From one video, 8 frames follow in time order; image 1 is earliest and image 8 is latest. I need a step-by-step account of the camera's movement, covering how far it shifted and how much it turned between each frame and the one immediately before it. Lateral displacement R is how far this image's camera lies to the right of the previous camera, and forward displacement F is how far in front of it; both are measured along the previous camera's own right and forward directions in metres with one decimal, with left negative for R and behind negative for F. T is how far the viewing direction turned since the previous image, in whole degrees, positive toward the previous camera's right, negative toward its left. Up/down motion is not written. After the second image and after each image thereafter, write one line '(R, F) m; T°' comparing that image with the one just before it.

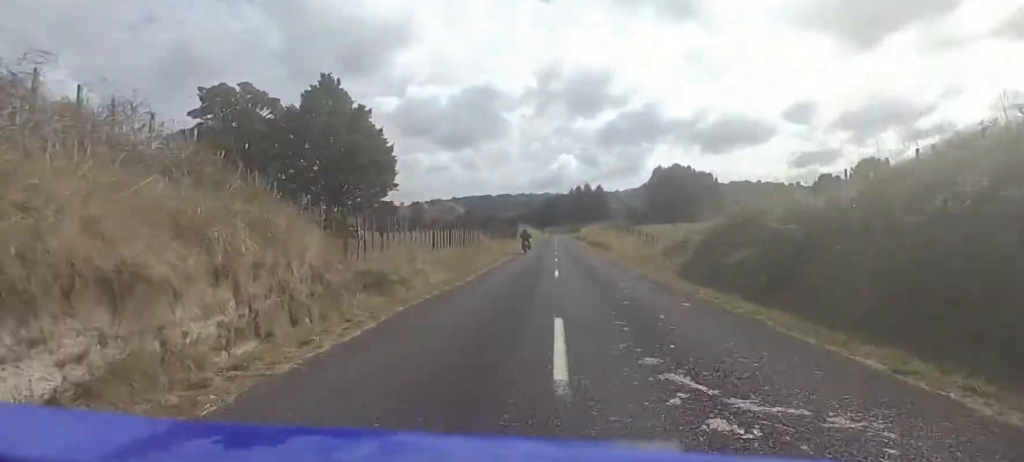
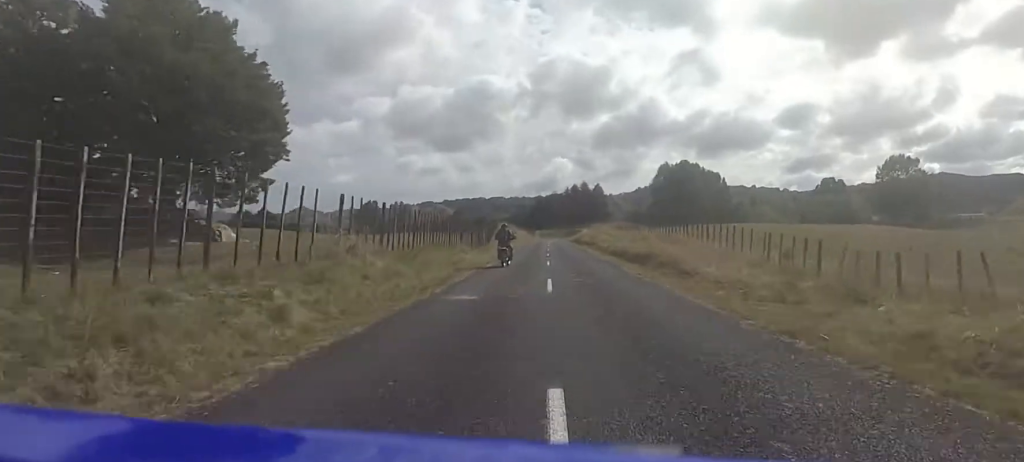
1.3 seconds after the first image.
(+1.7, +30.0) m; +3°
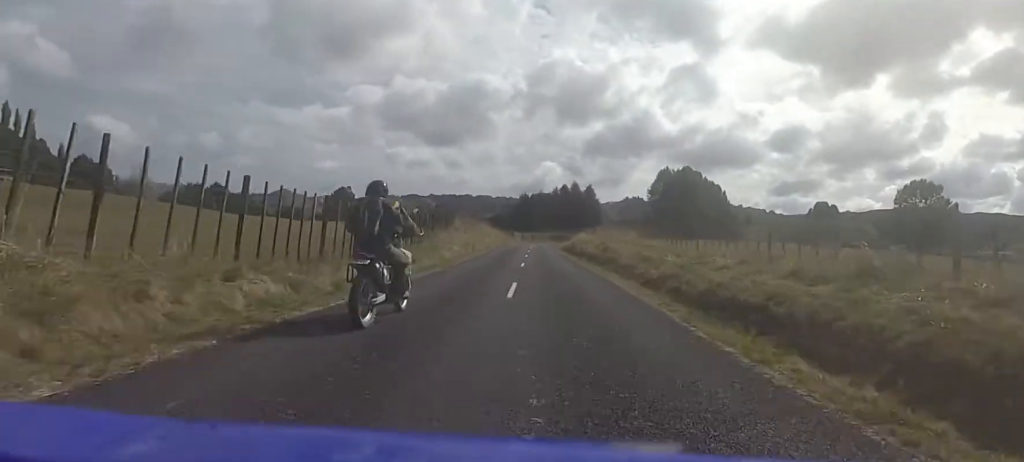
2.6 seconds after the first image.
(+0.3, +26.0) m; -1°
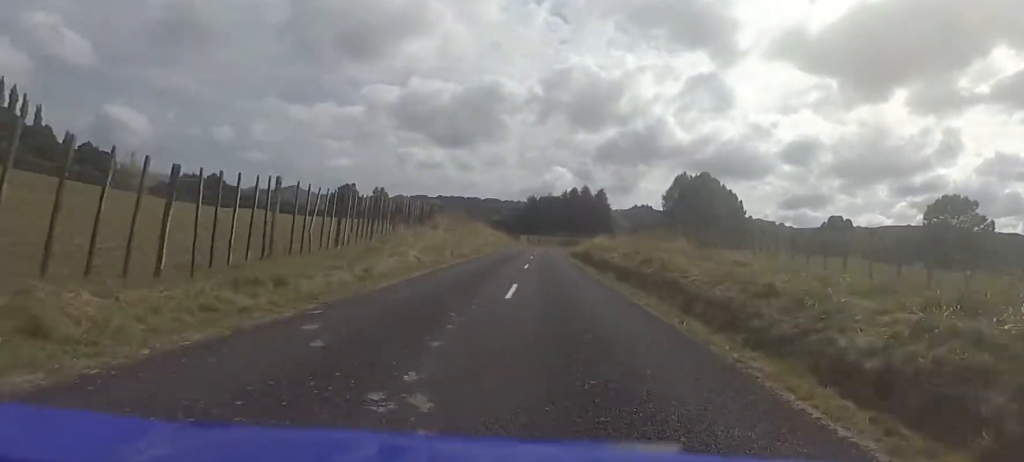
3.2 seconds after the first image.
(-0.2, +11.5) m; -2°
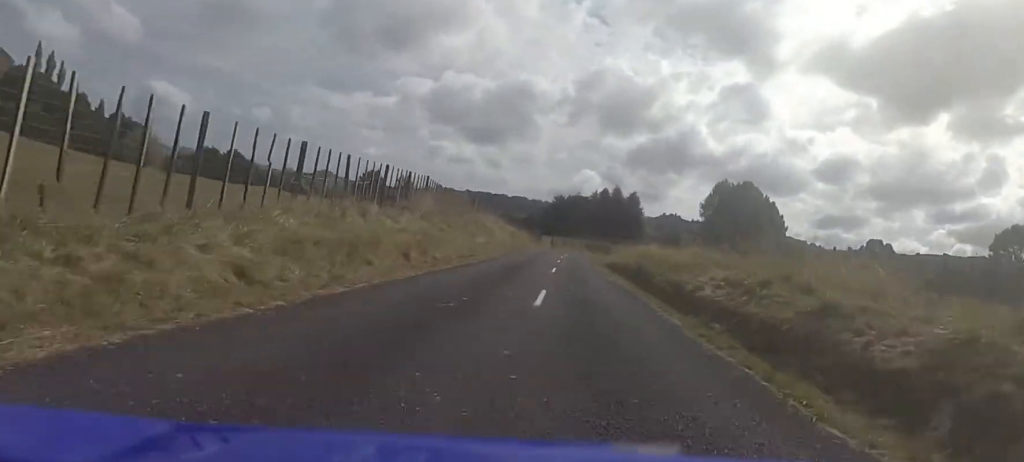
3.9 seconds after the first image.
(-0.7, +13.0) m; -3°
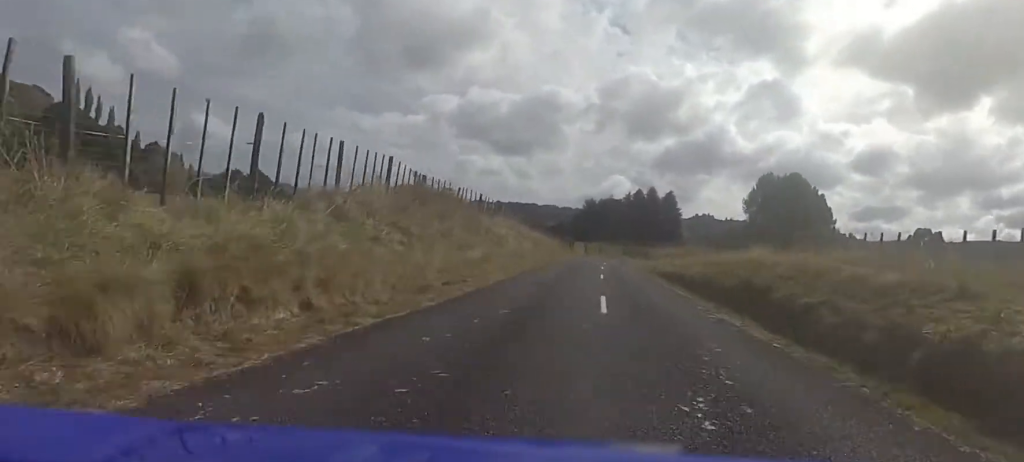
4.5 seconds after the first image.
(0.0, +9.7) m; +3°
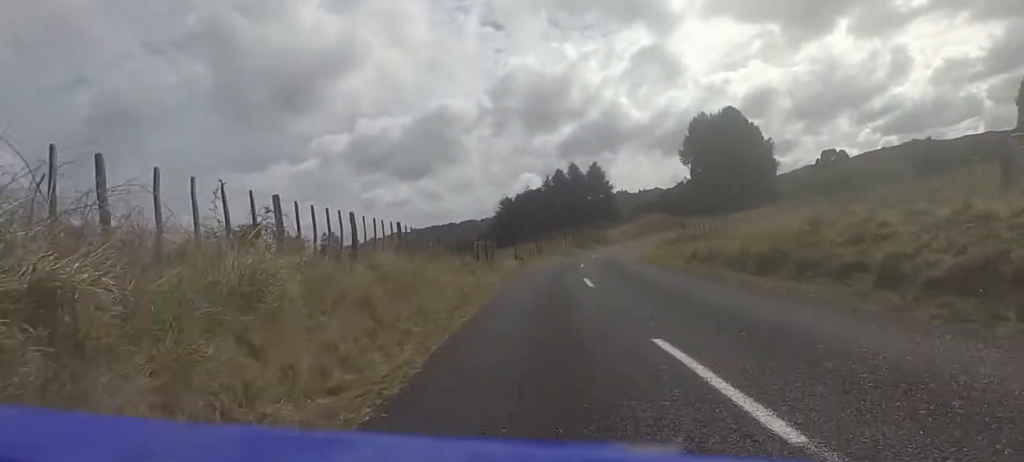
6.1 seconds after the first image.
(+2.5, +26.7) m; +12°
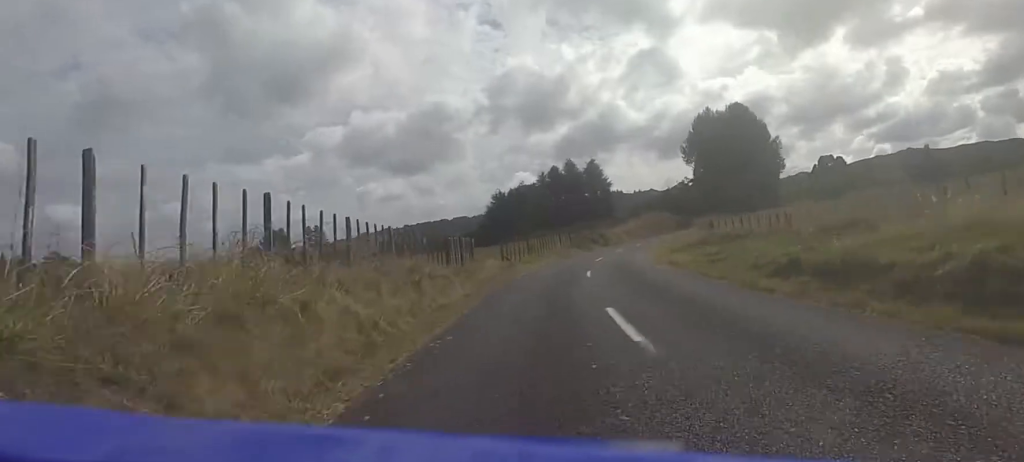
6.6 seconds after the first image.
(+0.2, +7.2) m; +3°
